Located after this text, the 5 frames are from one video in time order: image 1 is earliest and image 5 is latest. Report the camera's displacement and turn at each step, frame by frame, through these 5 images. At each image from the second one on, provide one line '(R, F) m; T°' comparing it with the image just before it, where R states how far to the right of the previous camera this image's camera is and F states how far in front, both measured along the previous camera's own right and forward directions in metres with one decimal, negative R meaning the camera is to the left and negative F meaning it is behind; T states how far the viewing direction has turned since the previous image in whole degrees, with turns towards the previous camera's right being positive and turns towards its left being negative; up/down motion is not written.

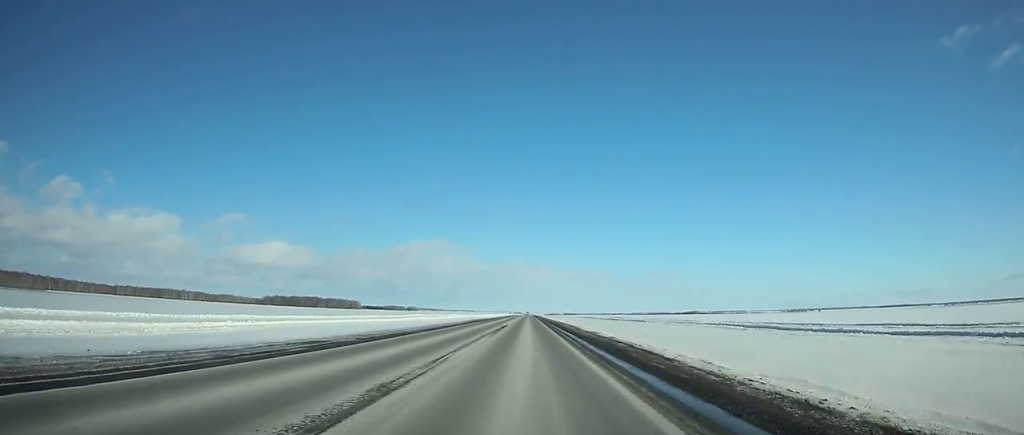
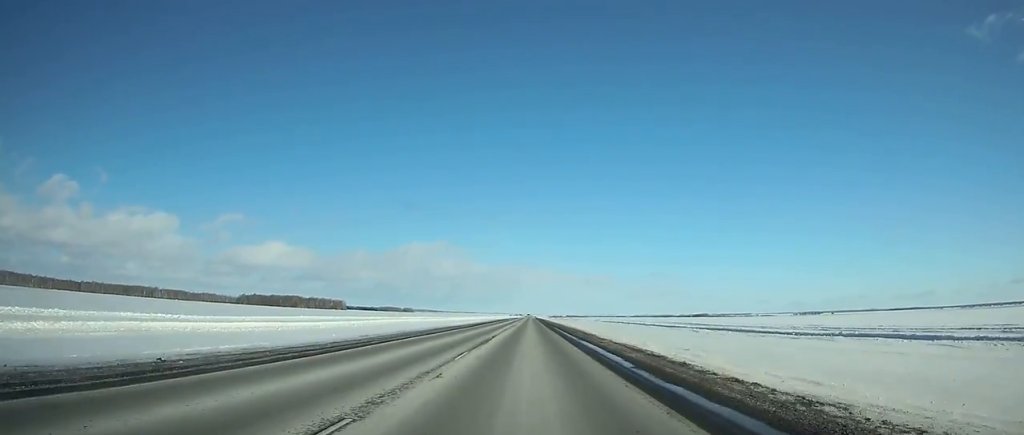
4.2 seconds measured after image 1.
(-0.1, +136.1) m; 0°
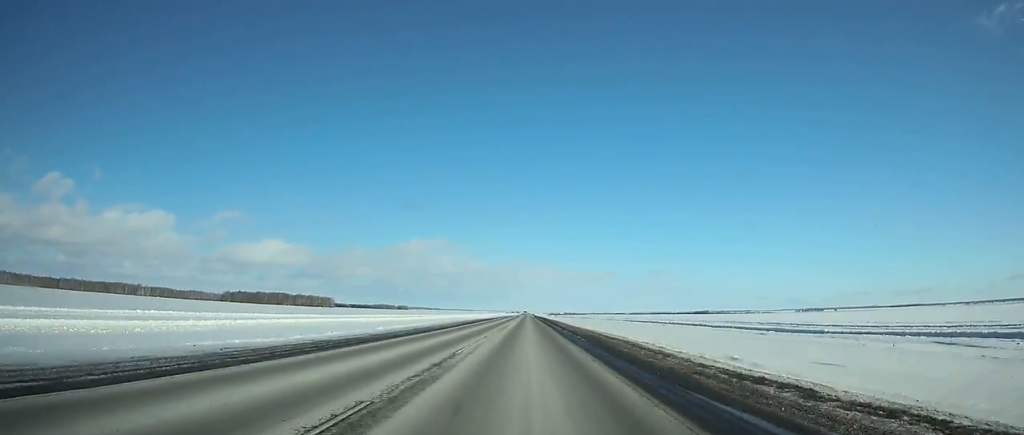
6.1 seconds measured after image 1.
(0.0, +61.6) m; 0°
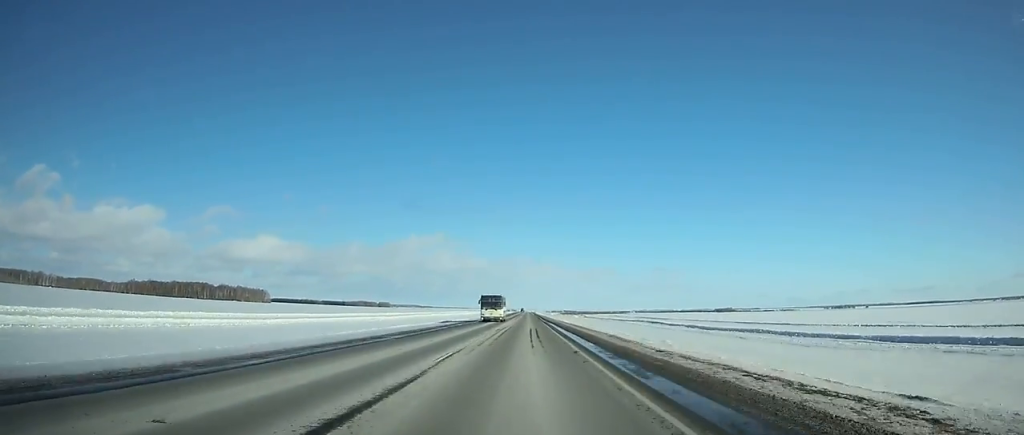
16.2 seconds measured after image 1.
(+1.5, +318.2) m; +1°
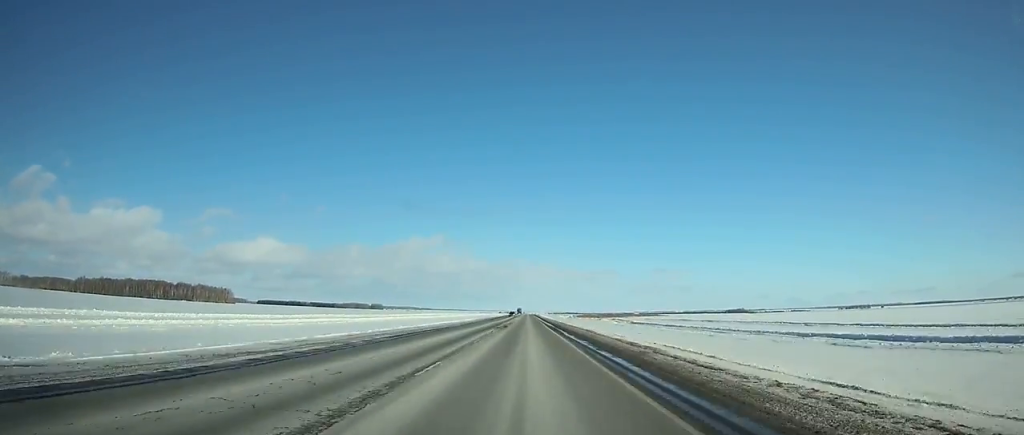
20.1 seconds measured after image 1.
(+0.1, +129.0) m; 0°
